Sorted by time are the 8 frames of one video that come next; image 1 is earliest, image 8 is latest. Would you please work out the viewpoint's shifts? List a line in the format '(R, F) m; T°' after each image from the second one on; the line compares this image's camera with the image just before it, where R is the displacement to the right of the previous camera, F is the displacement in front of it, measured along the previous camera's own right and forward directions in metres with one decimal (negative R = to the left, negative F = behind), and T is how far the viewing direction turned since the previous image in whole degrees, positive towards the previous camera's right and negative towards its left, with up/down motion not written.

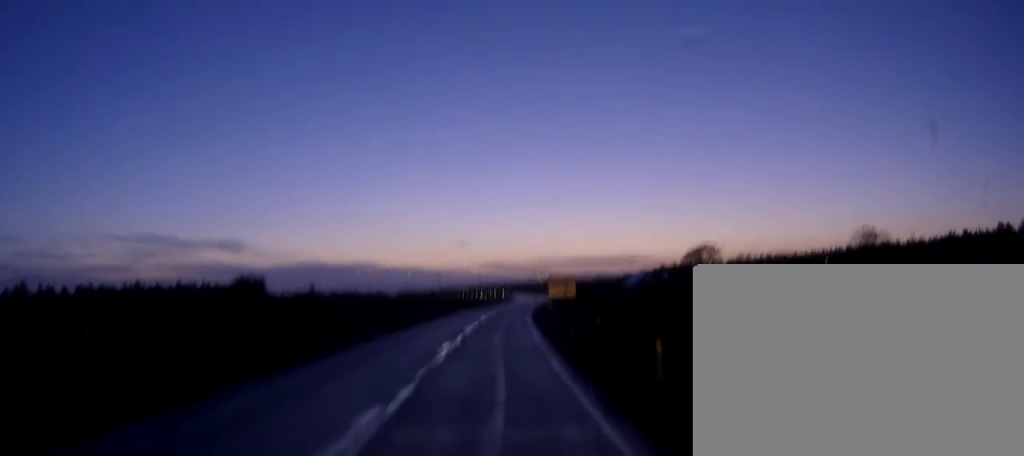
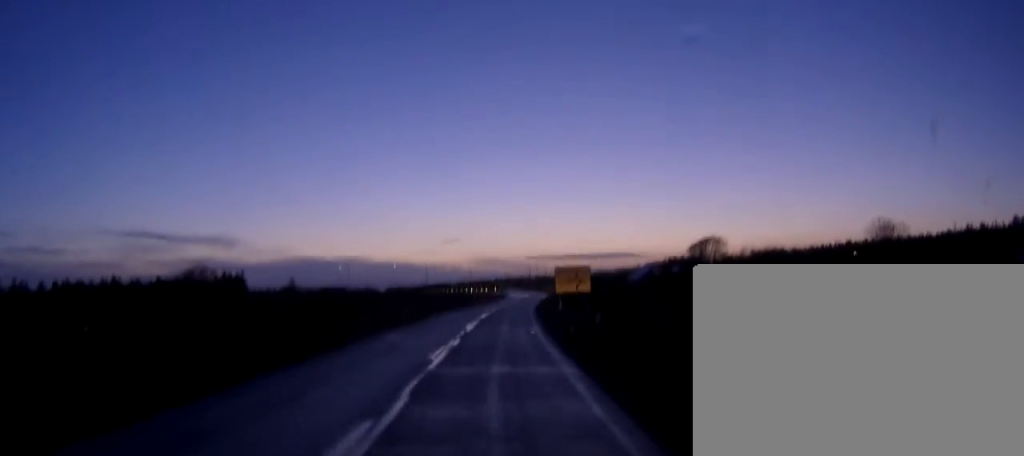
(0.0, +16.7) m; 0°
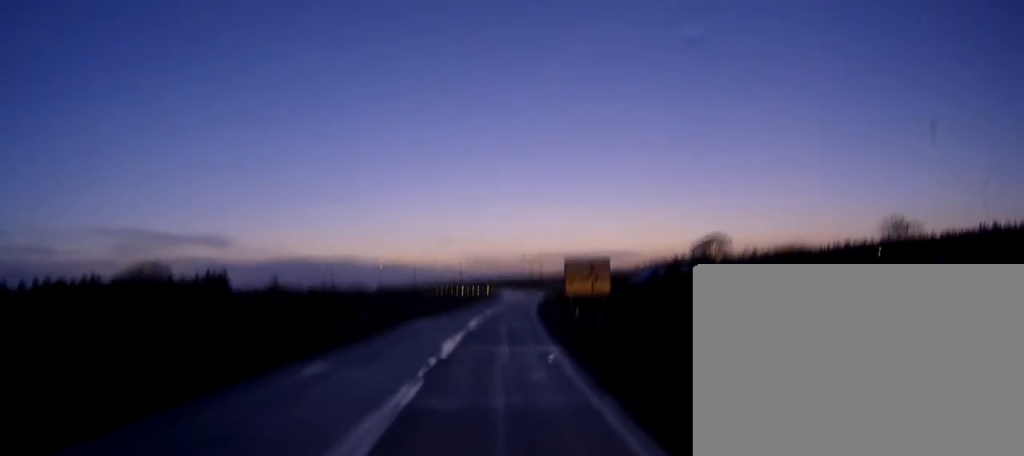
(0.0, +12.8) m; 0°
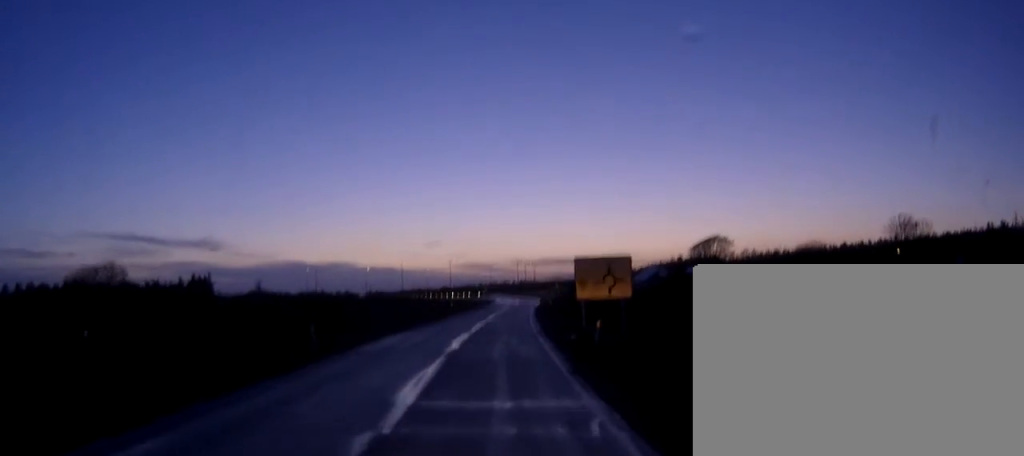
(0.0, +9.3) m; +1°
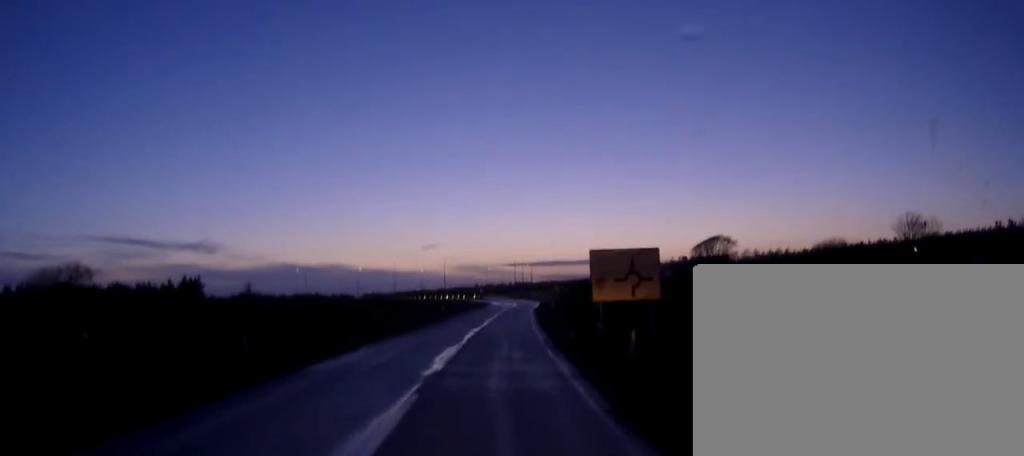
(0.0, +6.9) m; 0°
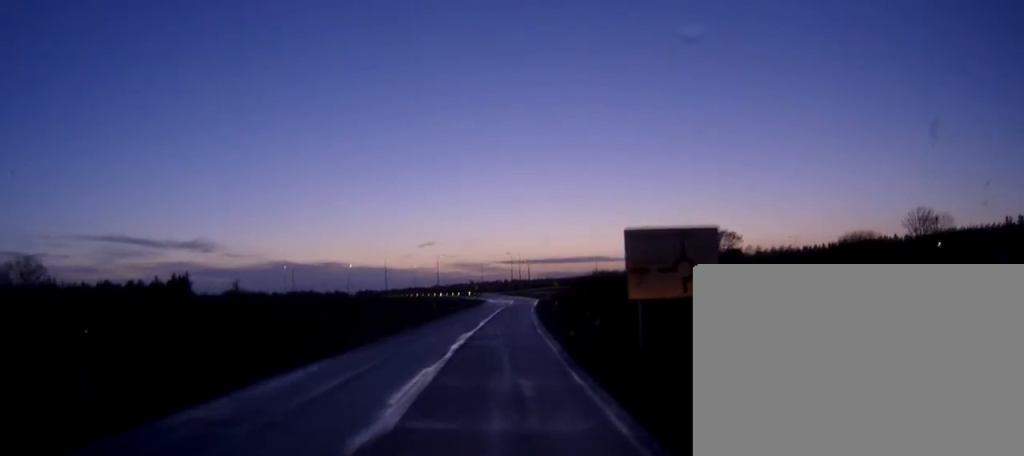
(+0.1, +8.3) m; +1°
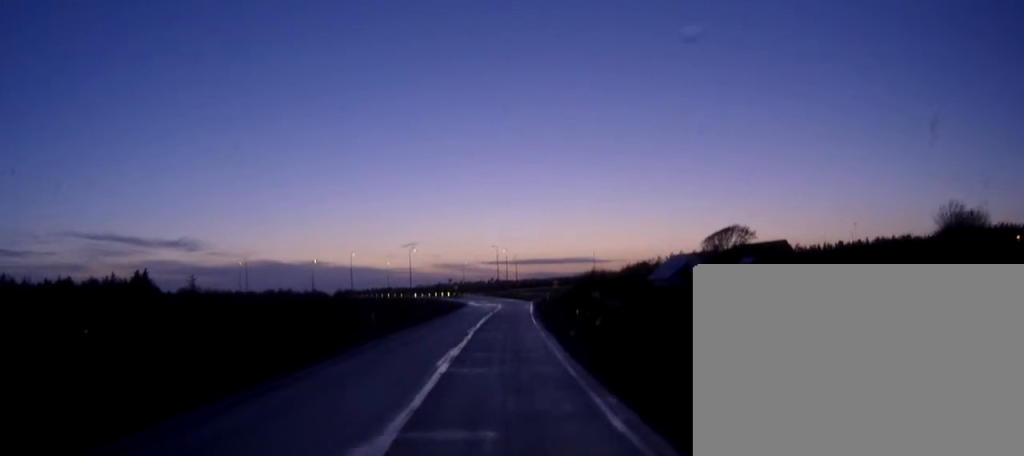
(+0.6, +23.2) m; +3°
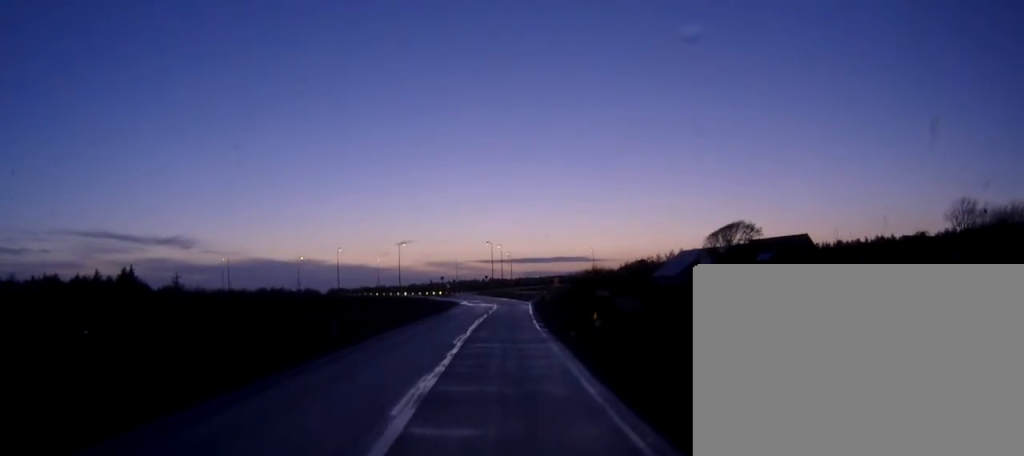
(0.0, +7.7) m; 0°
